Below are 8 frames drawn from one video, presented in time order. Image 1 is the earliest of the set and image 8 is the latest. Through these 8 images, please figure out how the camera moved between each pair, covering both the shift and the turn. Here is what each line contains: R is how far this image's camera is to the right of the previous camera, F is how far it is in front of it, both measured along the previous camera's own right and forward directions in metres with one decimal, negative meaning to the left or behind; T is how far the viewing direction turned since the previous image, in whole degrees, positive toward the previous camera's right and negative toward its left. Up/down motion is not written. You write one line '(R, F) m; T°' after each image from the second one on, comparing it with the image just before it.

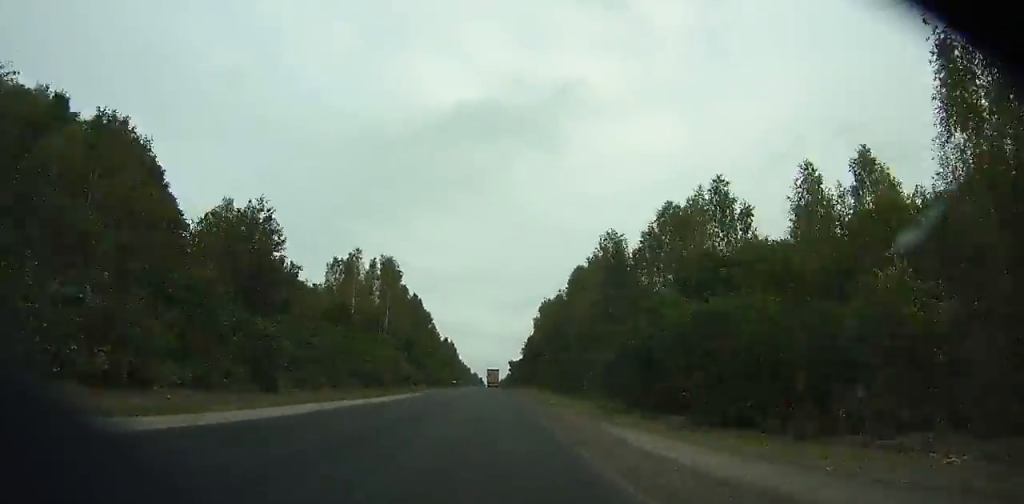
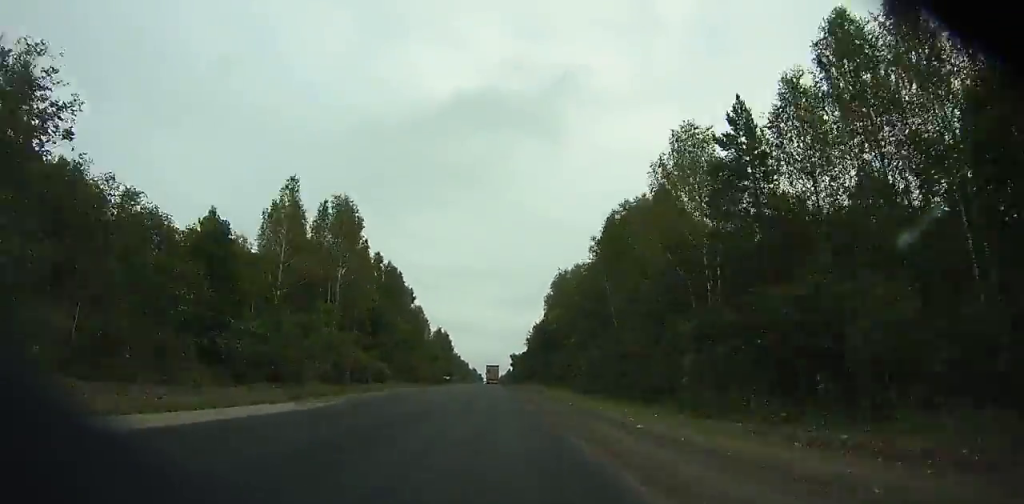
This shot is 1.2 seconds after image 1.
(+0.1, +29.8) m; 0°
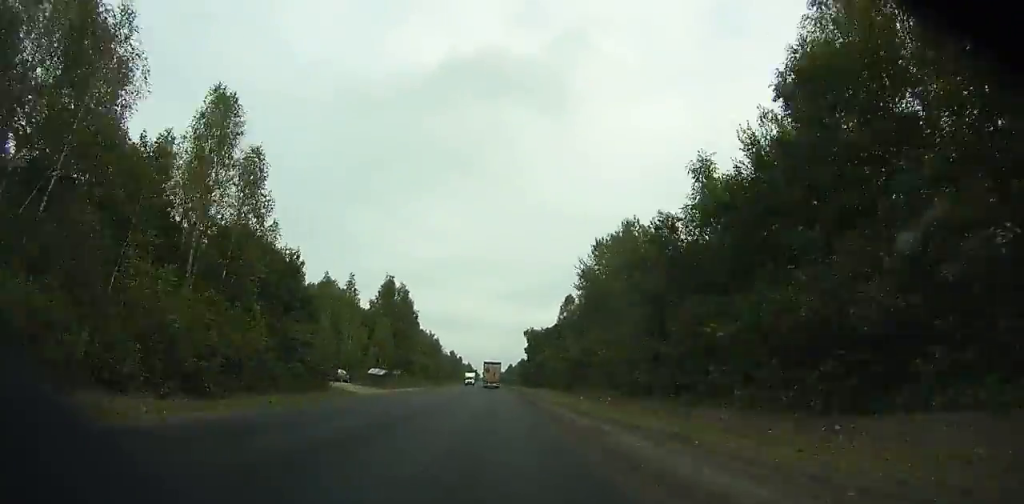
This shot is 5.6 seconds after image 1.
(-0.2, +110.6) m; 0°
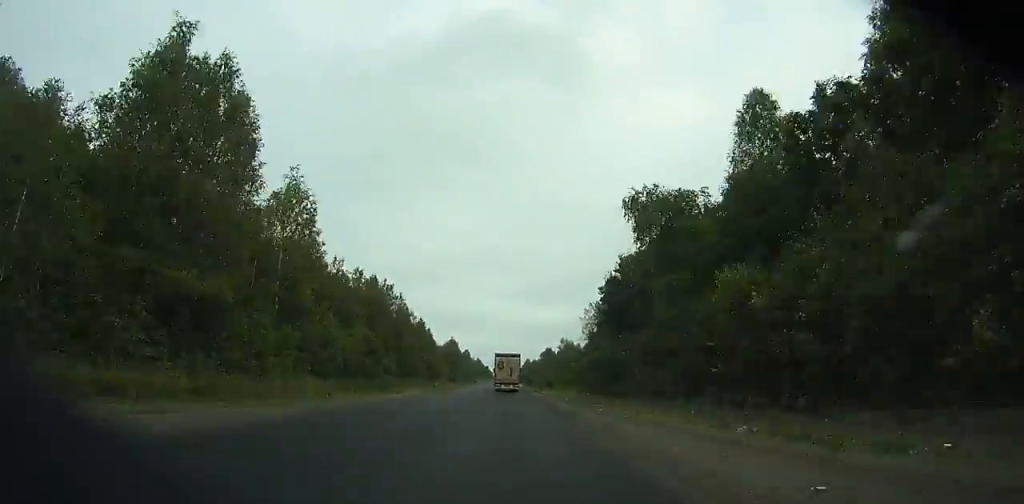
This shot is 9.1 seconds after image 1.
(0.0, +90.2) m; 0°
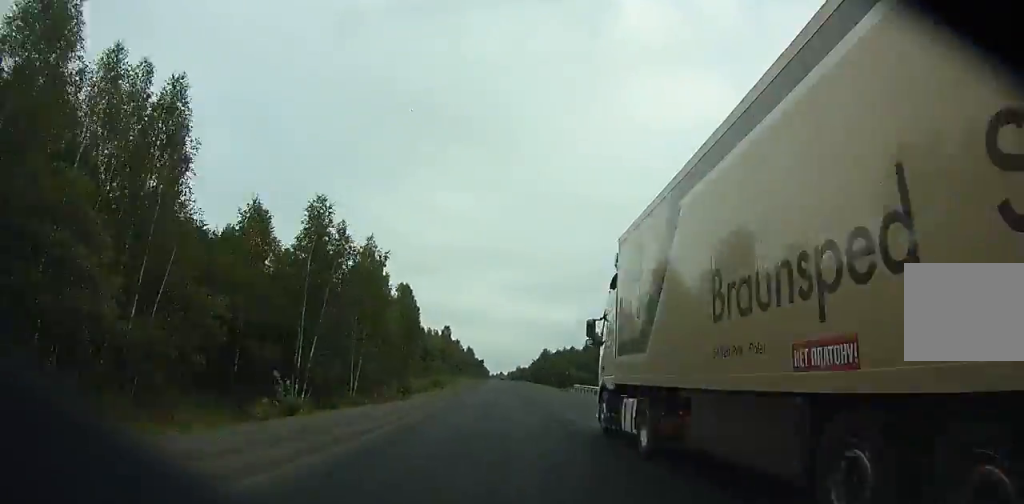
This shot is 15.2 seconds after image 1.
(-1.6, +165.0) m; 0°
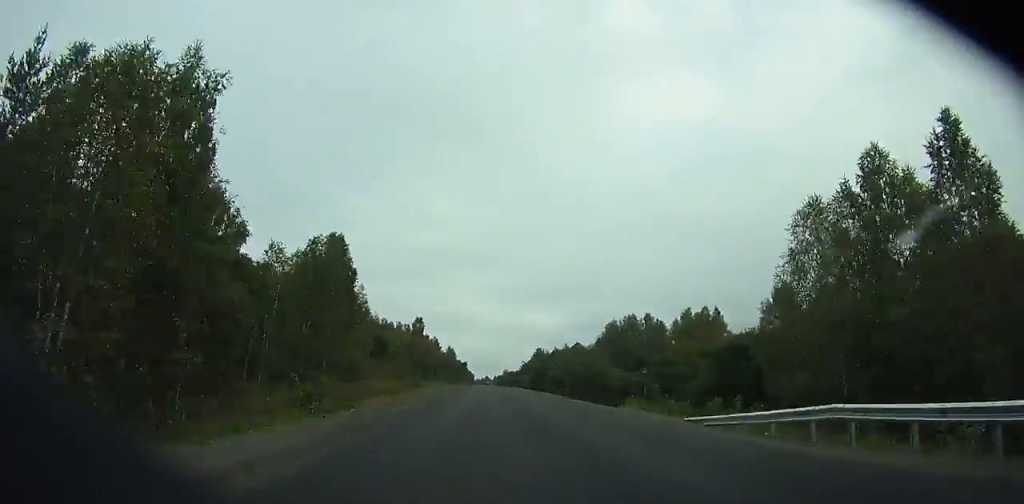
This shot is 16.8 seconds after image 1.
(-0.2, +44.6) m; +1°
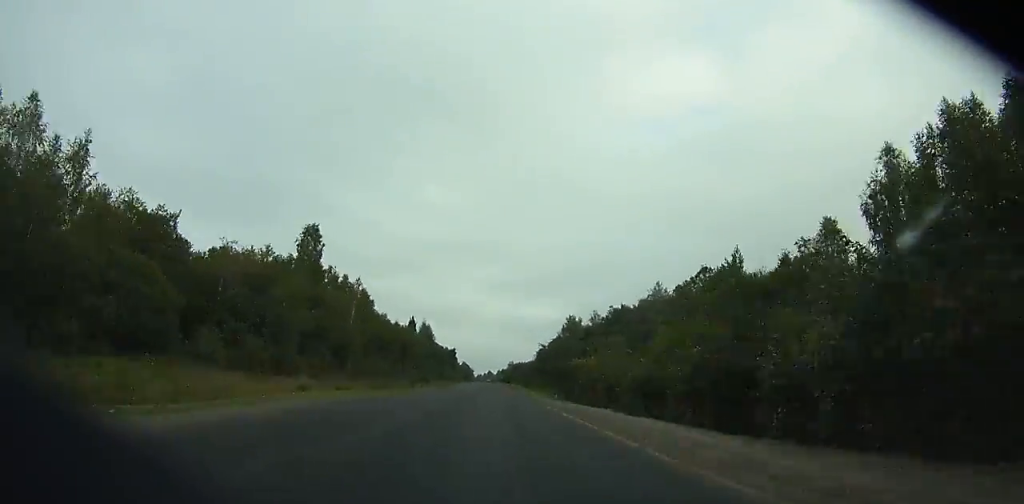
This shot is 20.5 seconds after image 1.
(+1.4, +103.7) m; +1°
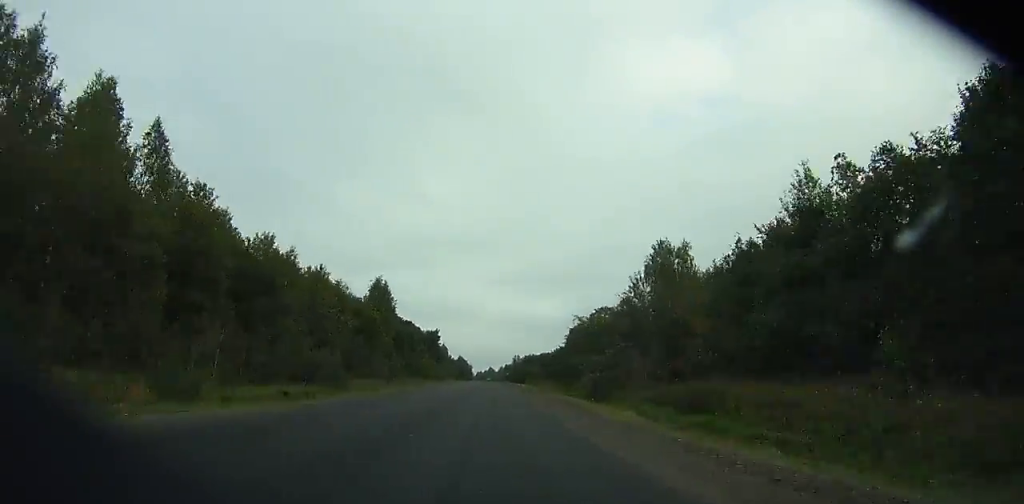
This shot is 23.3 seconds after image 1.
(-0.1, +77.5) m; 0°
